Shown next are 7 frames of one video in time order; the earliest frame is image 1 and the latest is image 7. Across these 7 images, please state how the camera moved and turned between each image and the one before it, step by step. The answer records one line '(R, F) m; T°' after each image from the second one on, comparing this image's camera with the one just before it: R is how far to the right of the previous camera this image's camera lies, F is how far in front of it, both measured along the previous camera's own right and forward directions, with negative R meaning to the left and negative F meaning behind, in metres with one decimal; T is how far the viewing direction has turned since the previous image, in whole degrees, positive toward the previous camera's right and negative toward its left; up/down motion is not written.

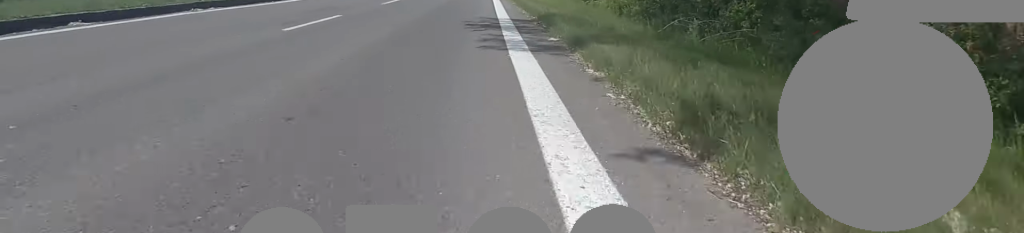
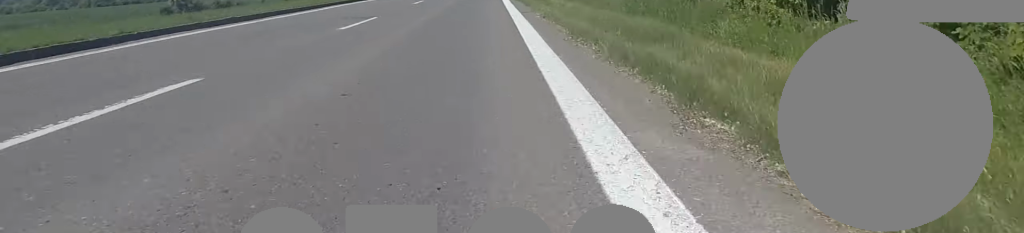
(0.0, +22.5) m; 0°
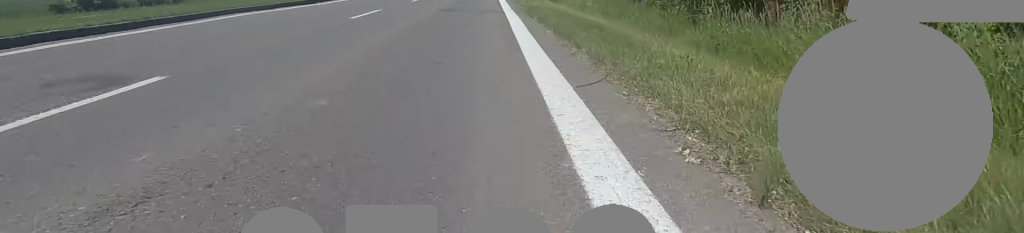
(0.0, +8.9) m; +1°
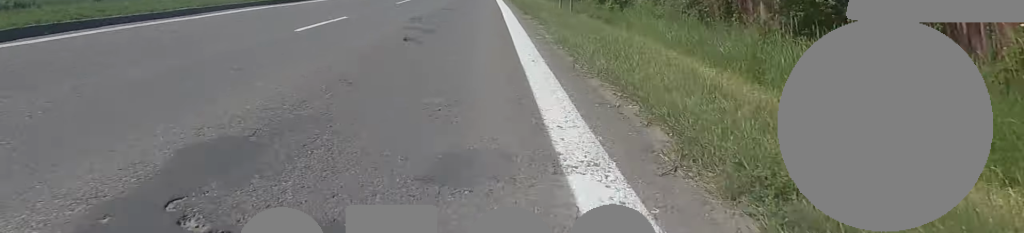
(+0.2, +12.8) m; 0°
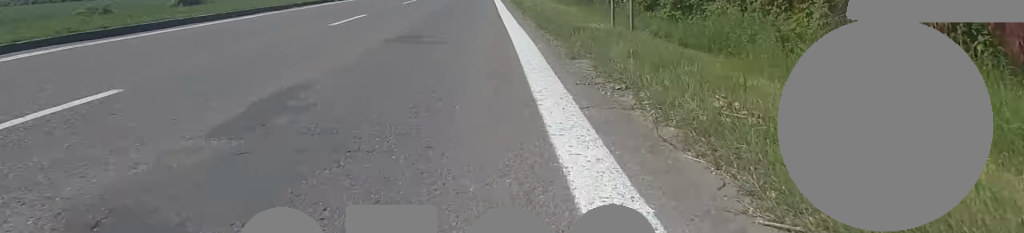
(-0.1, +7.4) m; 0°
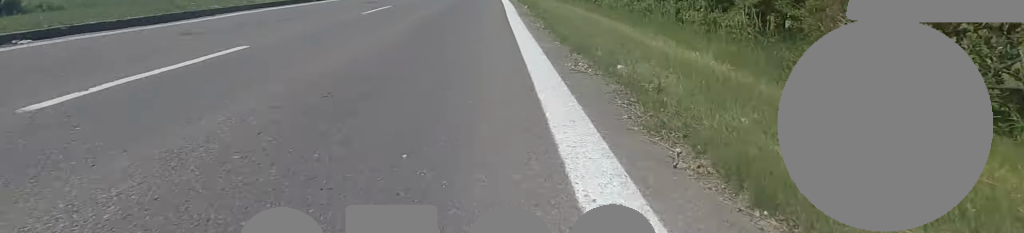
(+0.1, +16.8) m; -1°
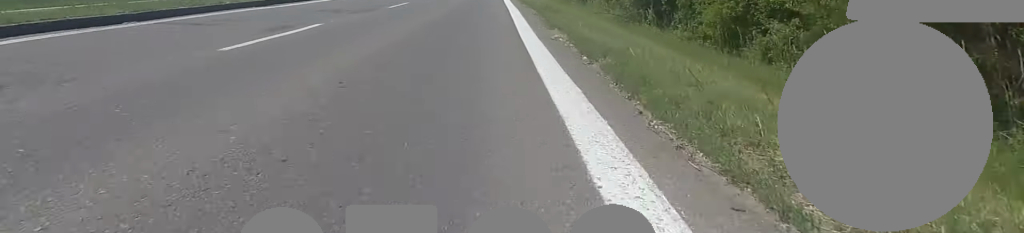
(-0.4, +14.8) m; -1°
